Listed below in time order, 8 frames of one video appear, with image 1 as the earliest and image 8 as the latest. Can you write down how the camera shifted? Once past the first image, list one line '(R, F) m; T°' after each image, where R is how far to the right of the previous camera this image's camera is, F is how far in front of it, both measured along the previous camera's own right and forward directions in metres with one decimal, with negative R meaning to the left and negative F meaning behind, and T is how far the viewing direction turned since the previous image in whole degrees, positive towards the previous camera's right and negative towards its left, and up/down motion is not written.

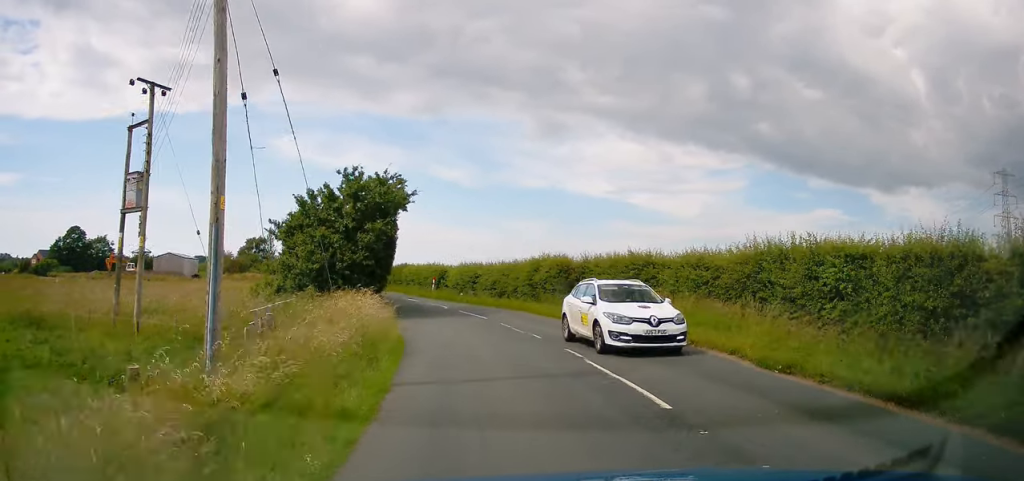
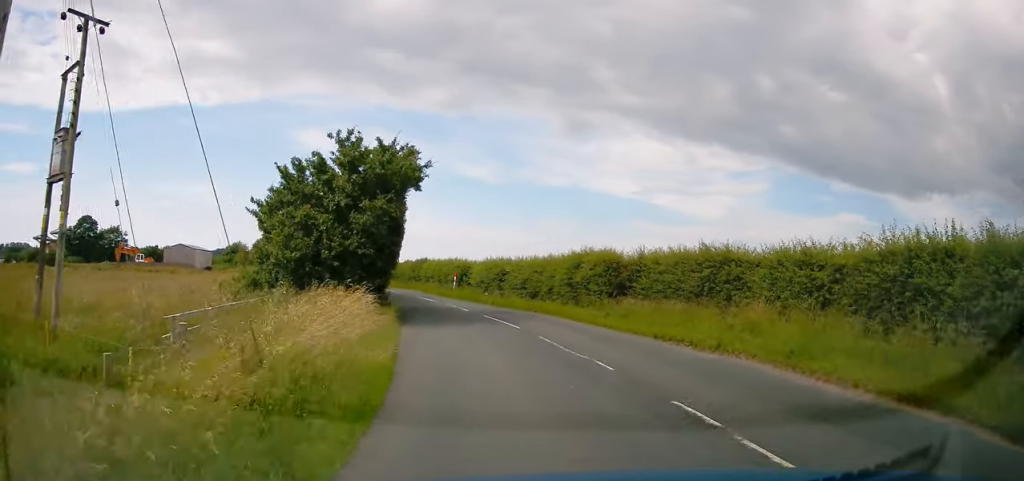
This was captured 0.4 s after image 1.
(-0.3, +5.8) m; -2°
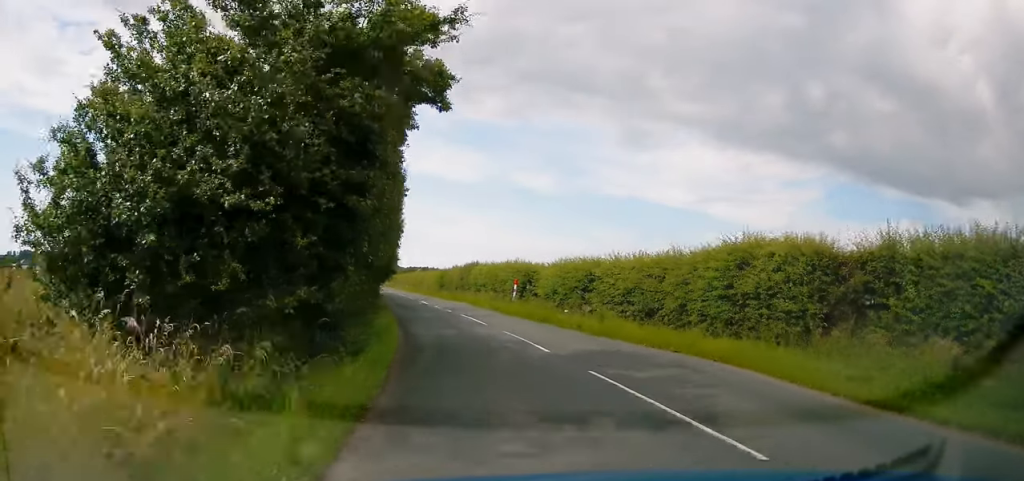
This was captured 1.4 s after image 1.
(-0.5, +12.5) m; -5°
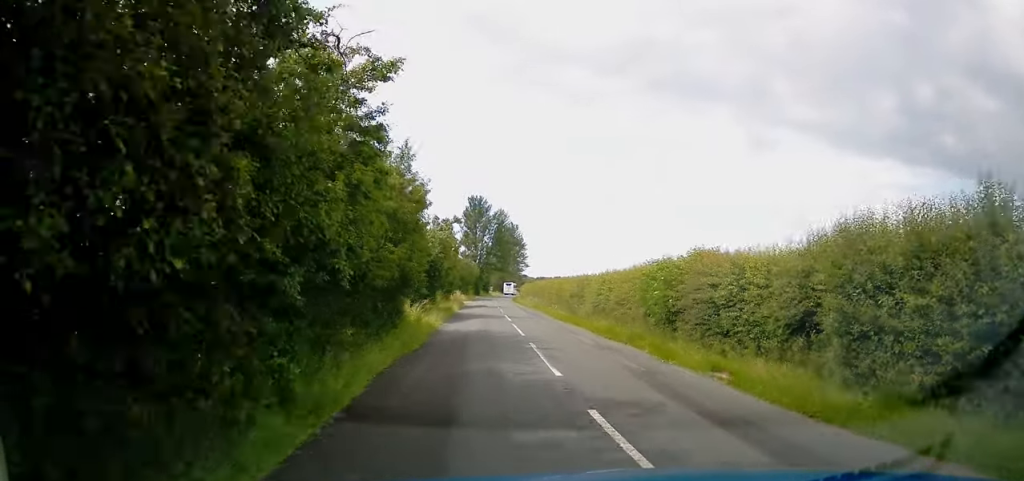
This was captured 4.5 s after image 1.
(-4.5, +41.2) m; -11°
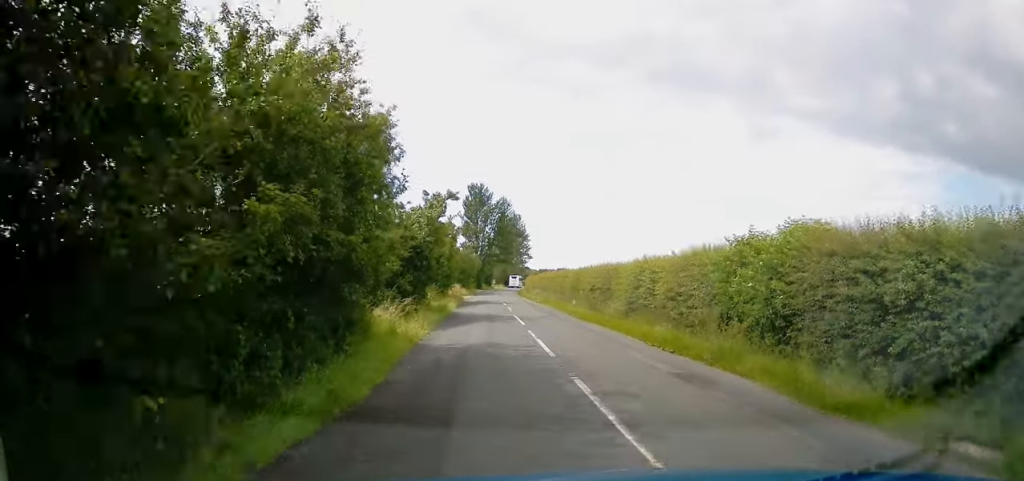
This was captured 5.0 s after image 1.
(-0.2, +7.0) m; -1°
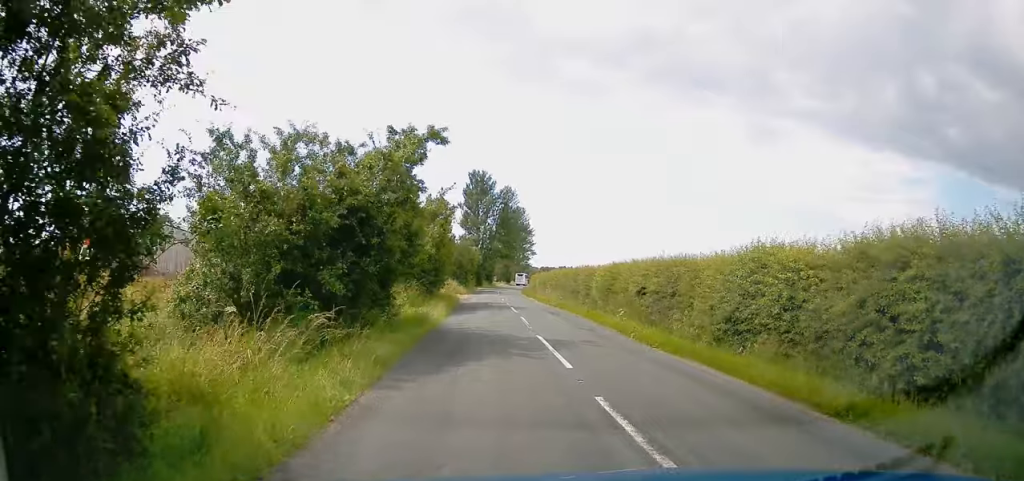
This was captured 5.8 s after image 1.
(0.0, +9.8) m; 0°
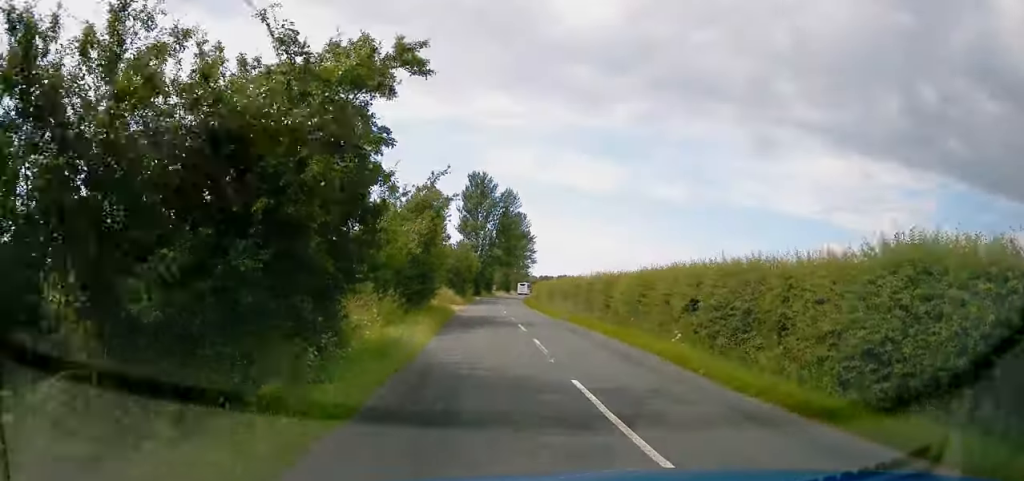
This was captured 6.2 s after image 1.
(0.0, +5.5) m; 0°
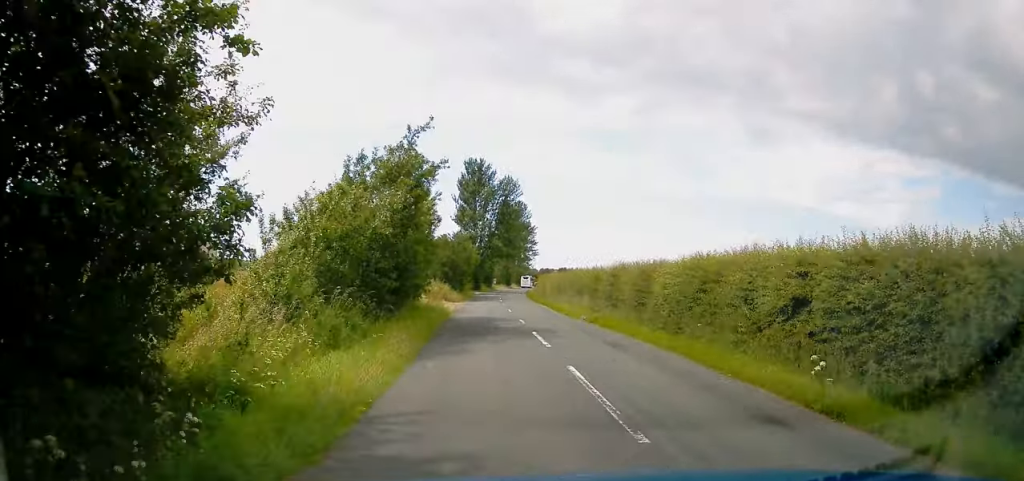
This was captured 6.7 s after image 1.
(0.0, +6.4) m; 0°
